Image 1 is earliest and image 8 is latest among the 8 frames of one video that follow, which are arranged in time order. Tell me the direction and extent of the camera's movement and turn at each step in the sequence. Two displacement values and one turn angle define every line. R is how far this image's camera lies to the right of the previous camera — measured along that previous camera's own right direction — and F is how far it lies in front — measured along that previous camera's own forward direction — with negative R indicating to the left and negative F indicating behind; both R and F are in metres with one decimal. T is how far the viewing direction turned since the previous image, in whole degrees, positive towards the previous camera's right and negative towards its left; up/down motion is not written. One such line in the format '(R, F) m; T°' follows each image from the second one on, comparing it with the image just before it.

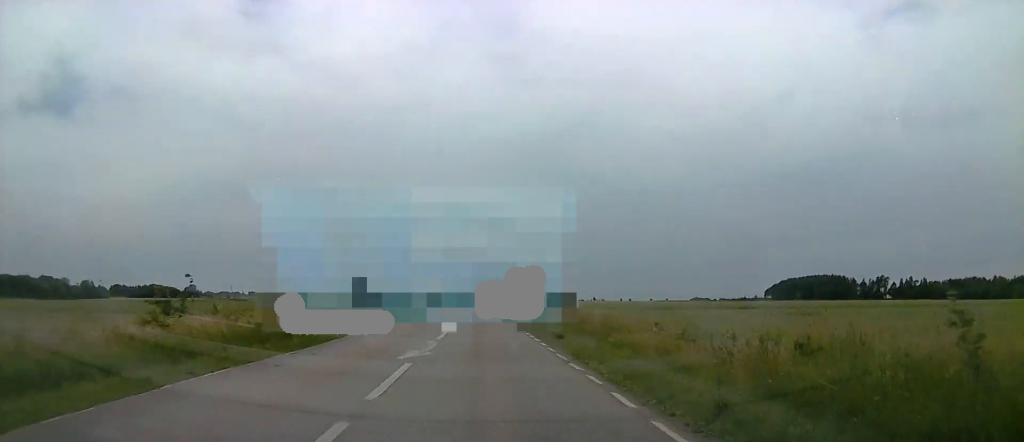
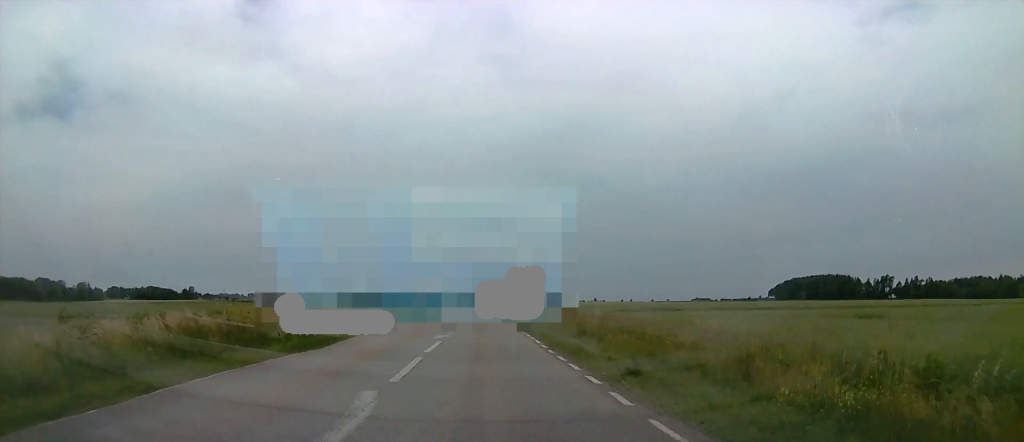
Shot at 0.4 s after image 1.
(0.0, +9.9) m; 0°
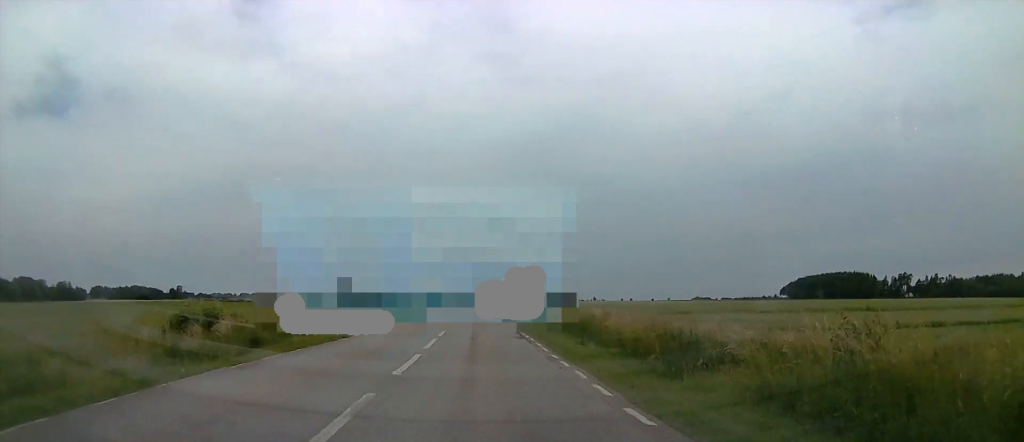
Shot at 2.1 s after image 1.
(-0.1, +41.7) m; 0°
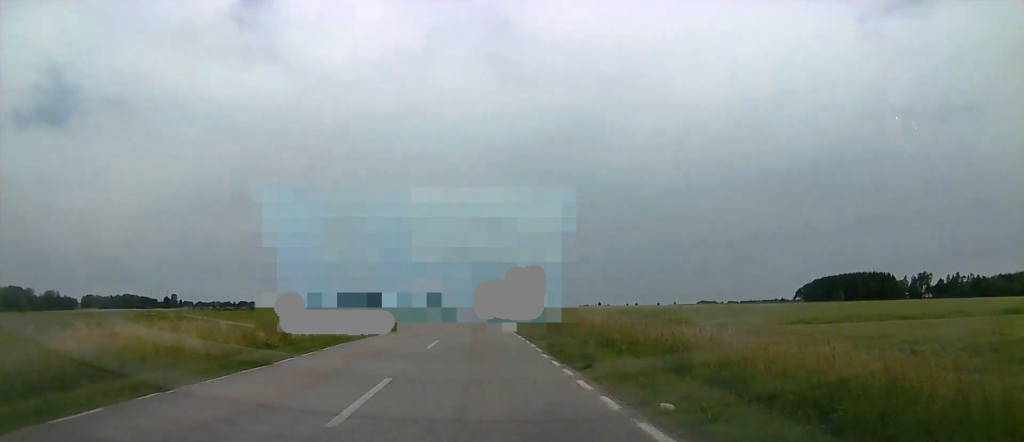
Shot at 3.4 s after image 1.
(0.0, +33.6) m; 0°
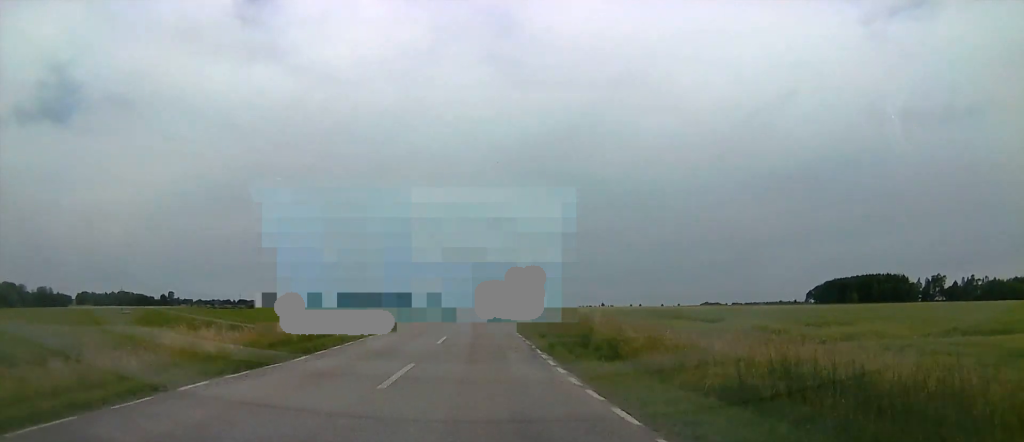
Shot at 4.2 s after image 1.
(0.0, +21.0) m; 0°
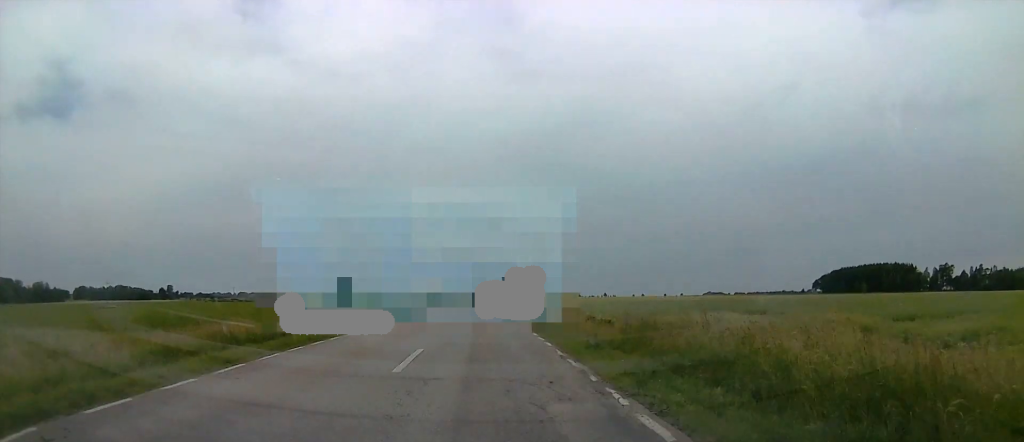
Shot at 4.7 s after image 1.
(0.0, +10.9) m; 0°
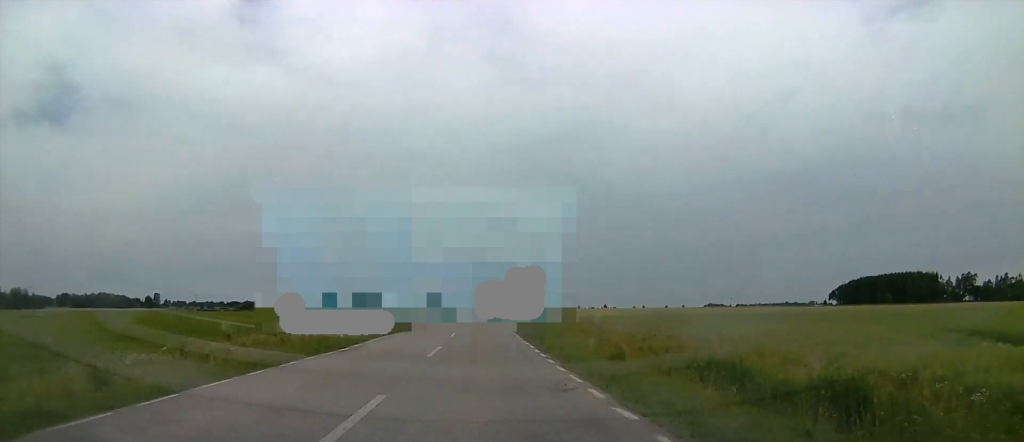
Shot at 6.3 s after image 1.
(0.0, +40.8) m; 0°
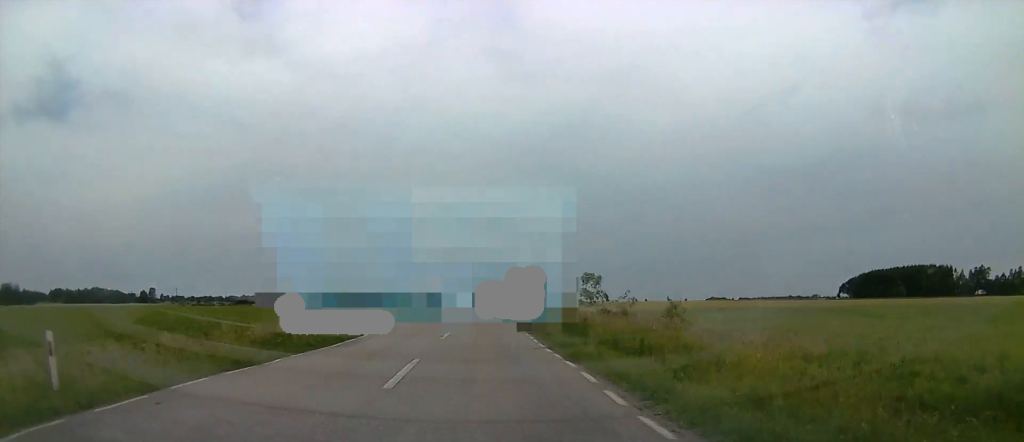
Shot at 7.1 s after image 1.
(+0.1, +19.0) m; -1°
